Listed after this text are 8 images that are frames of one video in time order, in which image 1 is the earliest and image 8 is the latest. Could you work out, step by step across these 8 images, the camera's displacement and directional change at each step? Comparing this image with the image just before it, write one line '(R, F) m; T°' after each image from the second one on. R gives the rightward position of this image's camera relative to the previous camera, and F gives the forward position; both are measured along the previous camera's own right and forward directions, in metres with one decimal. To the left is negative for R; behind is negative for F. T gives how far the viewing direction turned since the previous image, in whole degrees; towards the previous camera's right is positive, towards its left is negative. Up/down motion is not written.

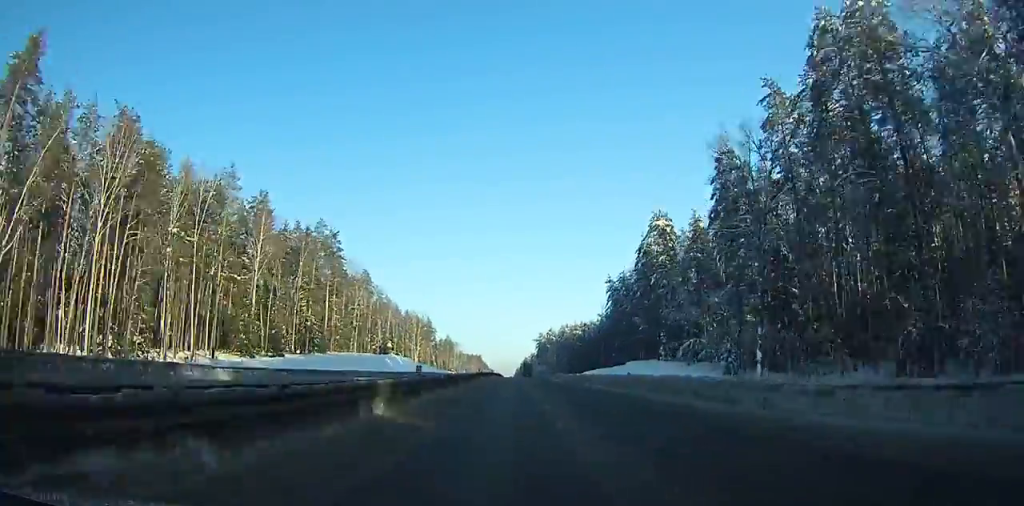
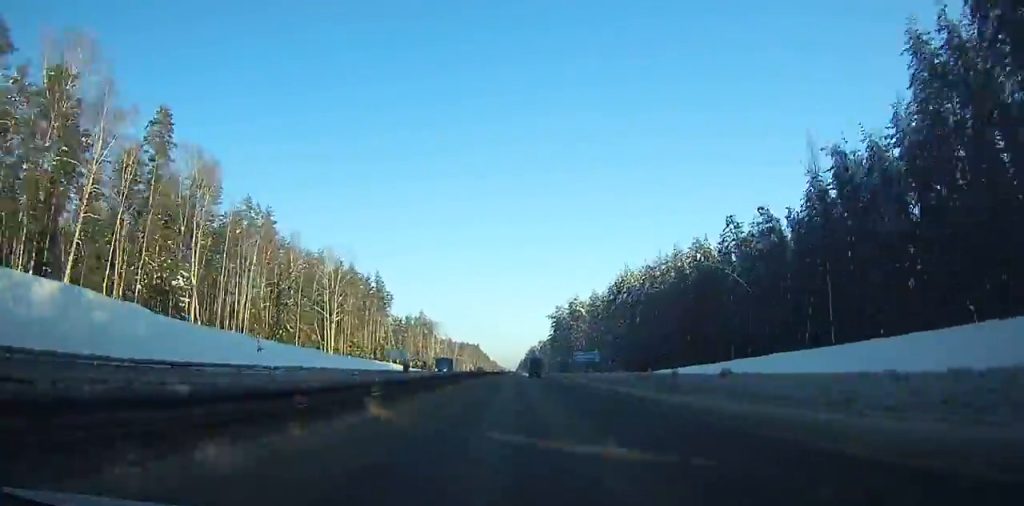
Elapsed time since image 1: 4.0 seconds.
(-0.1, +120.3) m; 0°
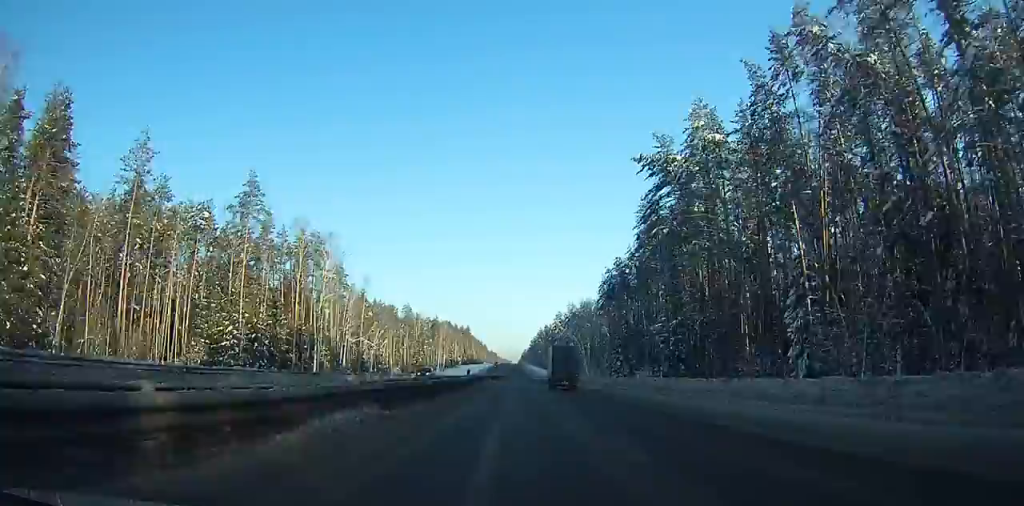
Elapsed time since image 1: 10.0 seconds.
(0.0, +176.0) m; 0°
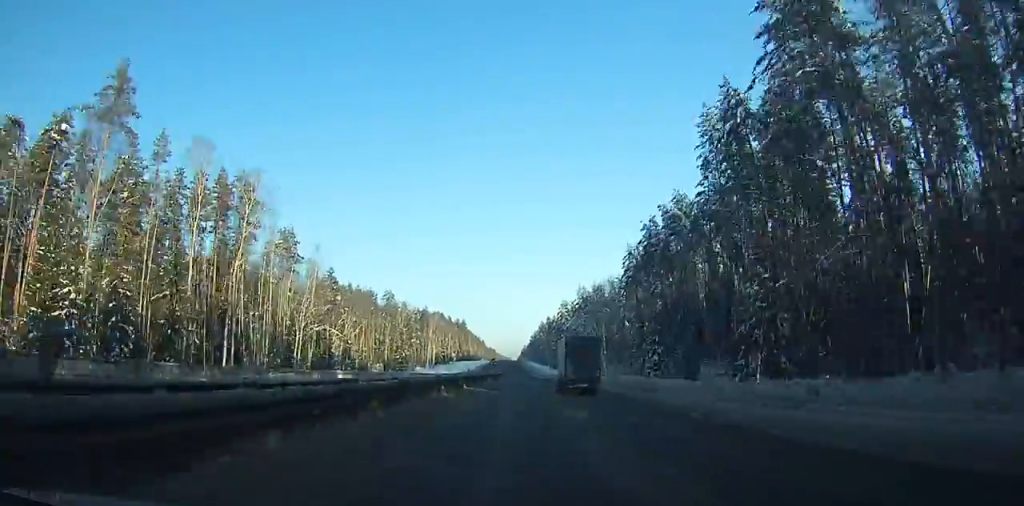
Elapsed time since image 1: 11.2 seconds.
(0.0, +37.5) m; 0°
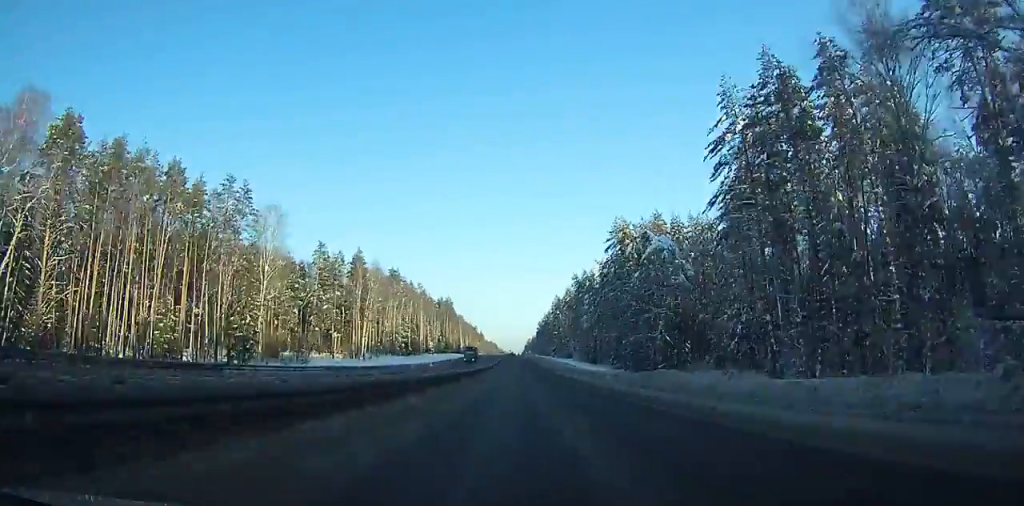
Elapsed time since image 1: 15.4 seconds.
(-0.5, +131.4) m; 0°
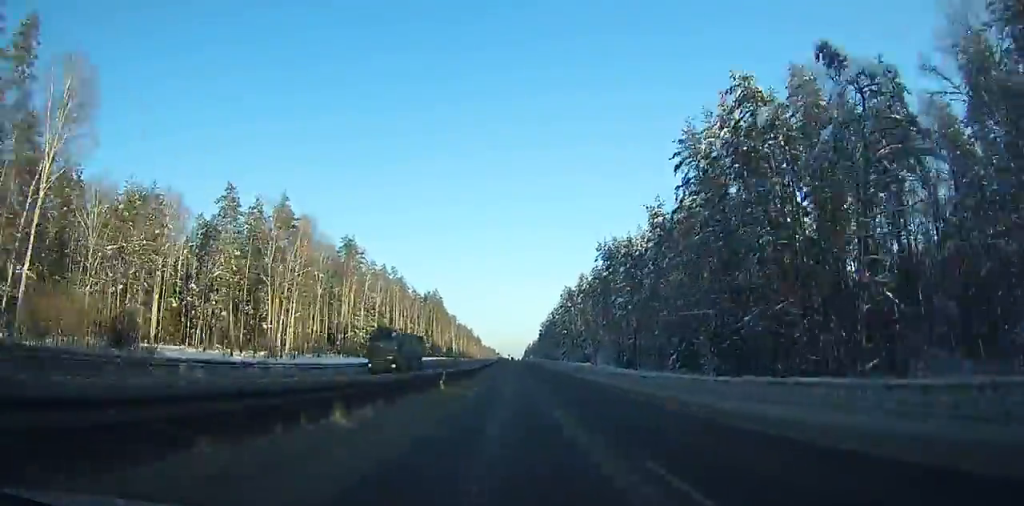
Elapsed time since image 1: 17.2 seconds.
(0.0, +55.6) m; 0°
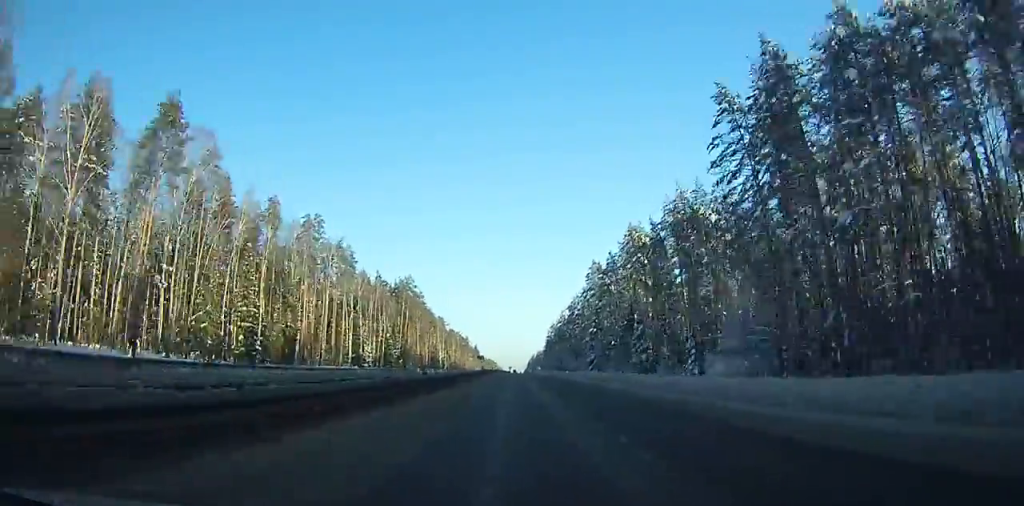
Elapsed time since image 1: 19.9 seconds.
(0.0, +82.1) m; 0°
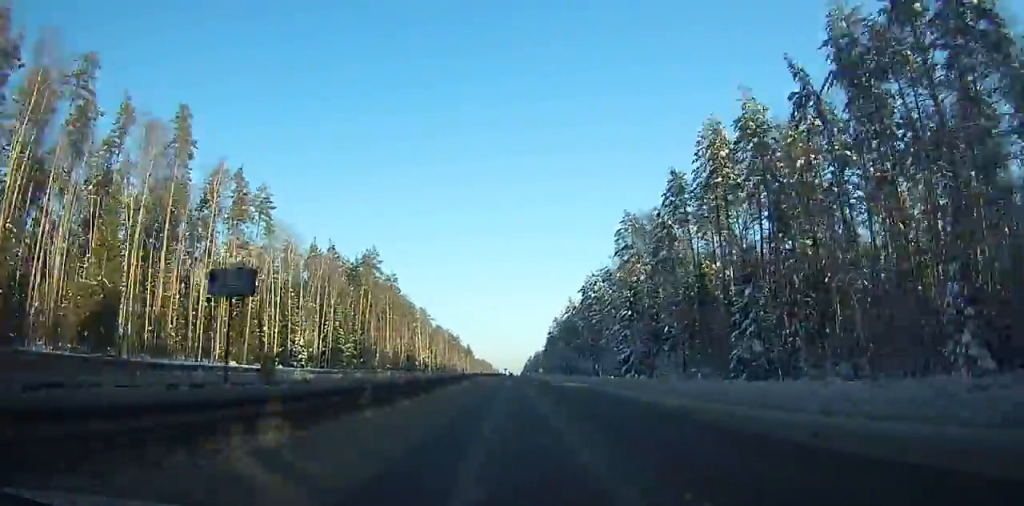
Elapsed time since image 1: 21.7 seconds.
(0.0, +53.7) m; 0°
